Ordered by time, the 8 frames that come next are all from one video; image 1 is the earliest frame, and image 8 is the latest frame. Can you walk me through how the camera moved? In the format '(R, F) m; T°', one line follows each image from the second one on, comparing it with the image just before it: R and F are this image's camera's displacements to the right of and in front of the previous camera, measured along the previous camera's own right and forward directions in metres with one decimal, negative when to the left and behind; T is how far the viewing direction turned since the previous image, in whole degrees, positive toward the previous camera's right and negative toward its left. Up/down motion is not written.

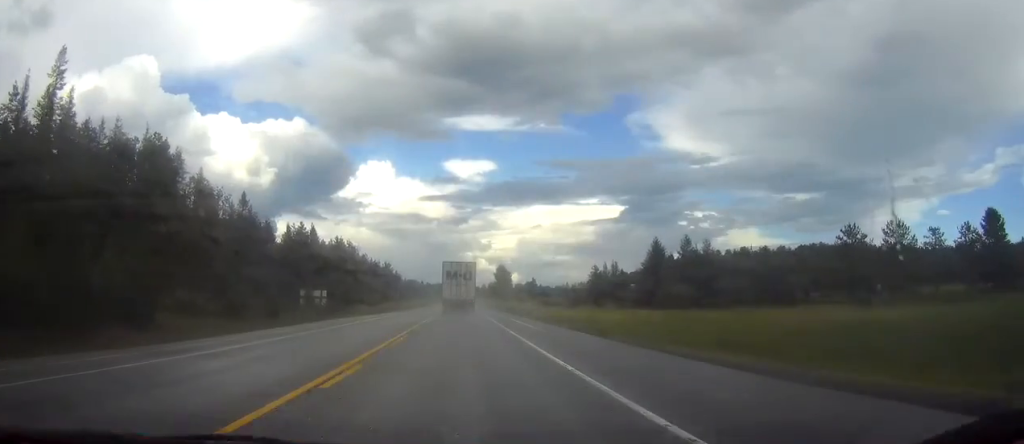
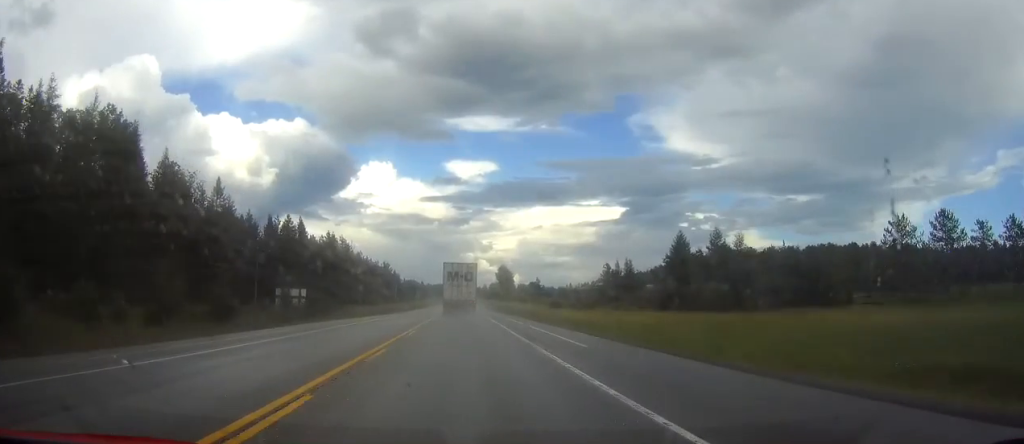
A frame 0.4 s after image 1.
(0.0, +12.8) m; 0°
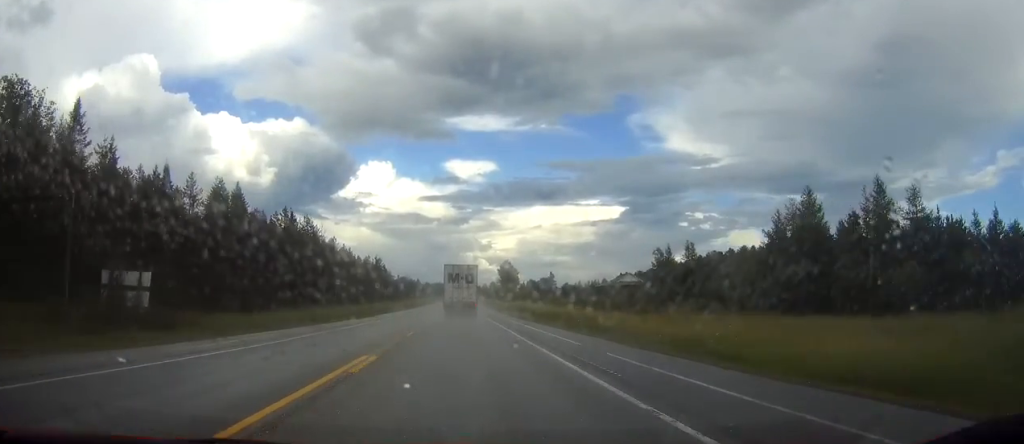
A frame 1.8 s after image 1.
(-0.2, +41.2) m; 0°
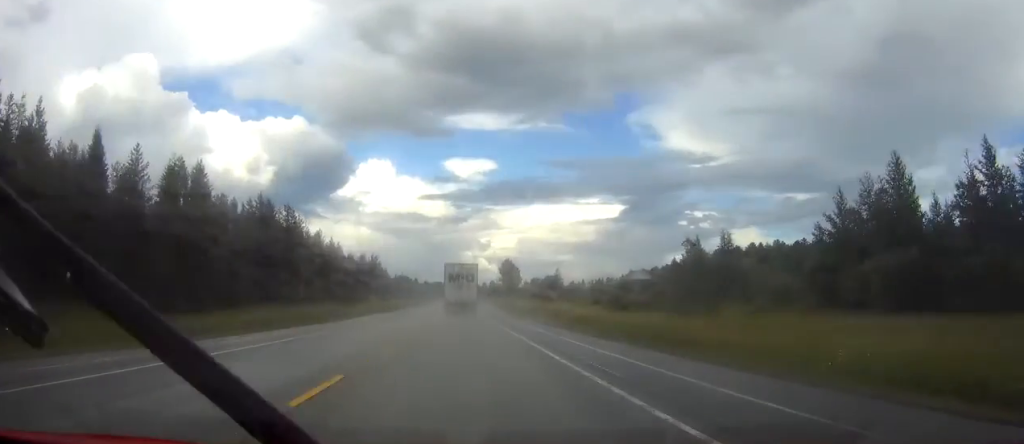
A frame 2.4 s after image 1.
(0.0, +15.6) m; 0°
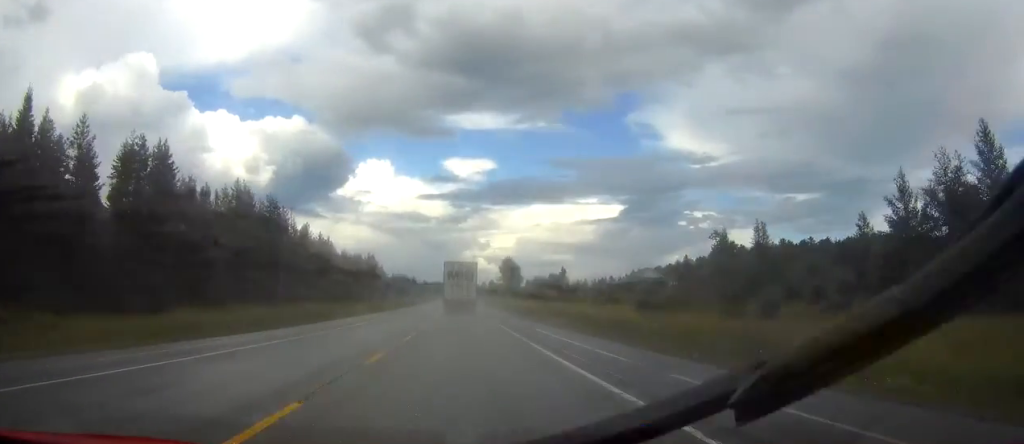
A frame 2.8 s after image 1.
(0.0, +11.7) m; 0°
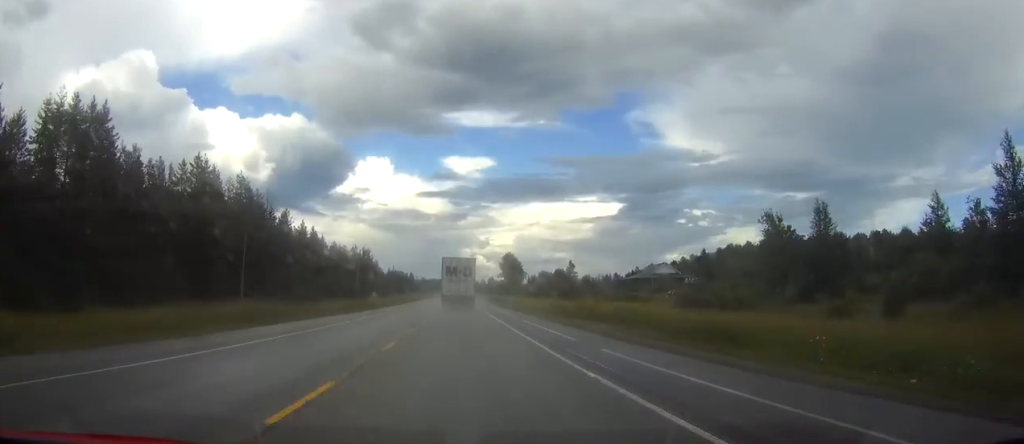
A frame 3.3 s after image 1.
(0.0, +15.6) m; 0°
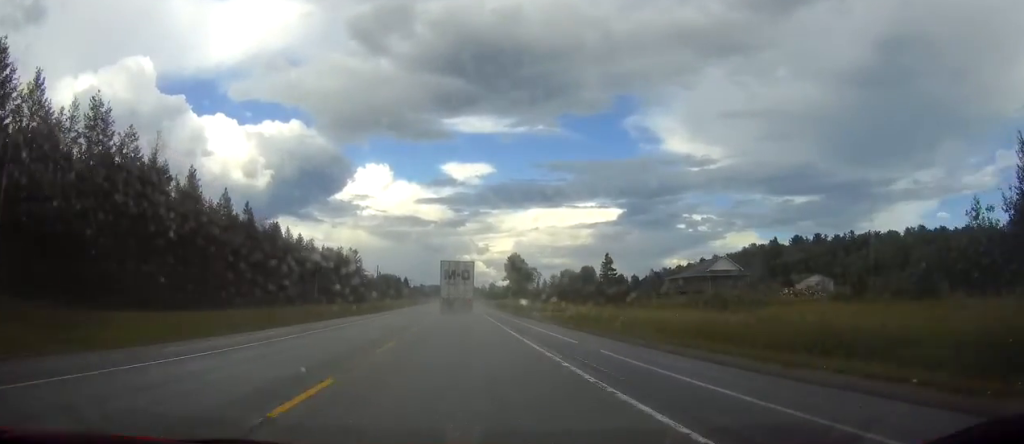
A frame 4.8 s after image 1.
(+0.2, +43.6) m; 0°
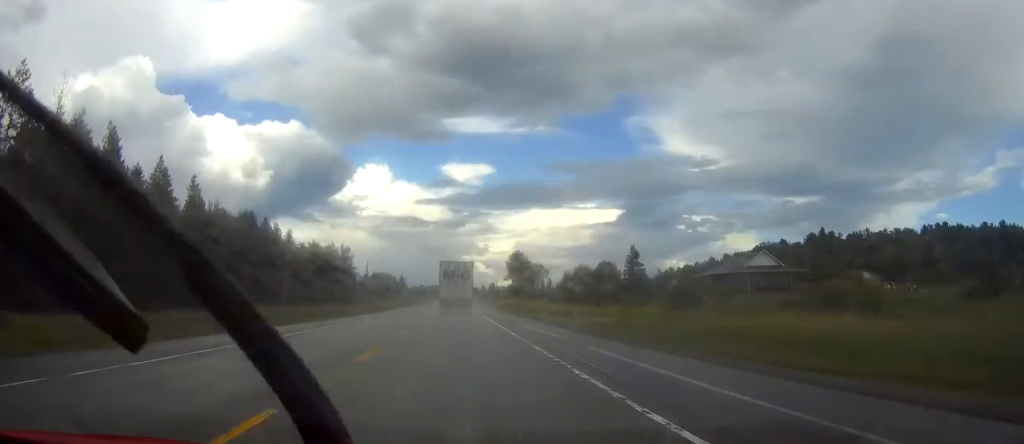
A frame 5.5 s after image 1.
(0.0, +20.2) m; 0°
